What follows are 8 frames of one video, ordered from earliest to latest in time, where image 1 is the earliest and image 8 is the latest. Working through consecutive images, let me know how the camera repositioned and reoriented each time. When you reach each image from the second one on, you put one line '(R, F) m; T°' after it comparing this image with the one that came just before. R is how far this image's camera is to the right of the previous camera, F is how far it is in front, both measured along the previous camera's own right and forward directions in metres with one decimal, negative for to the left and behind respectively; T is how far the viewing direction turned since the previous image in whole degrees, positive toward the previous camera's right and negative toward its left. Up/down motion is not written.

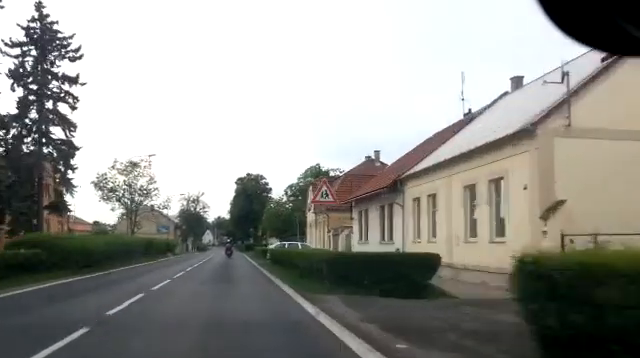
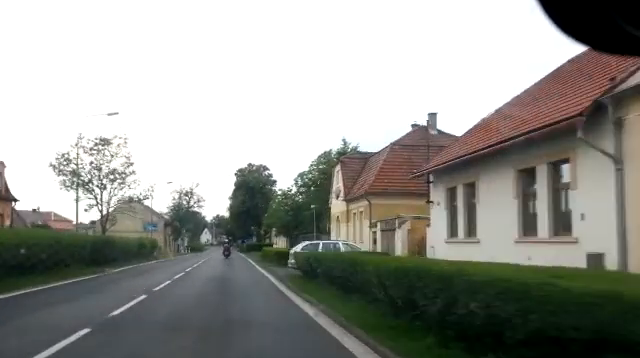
(+0.1, +13.0) m; +1°
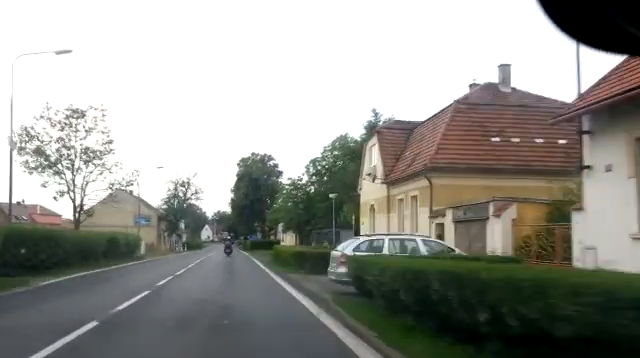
(+0.3, +8.6) m; 0°
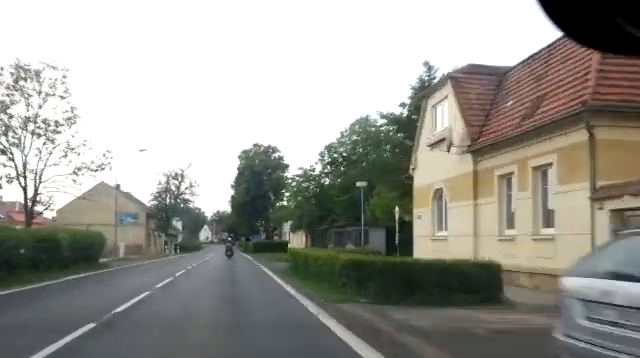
(-0.2, +9.1) m; 0°
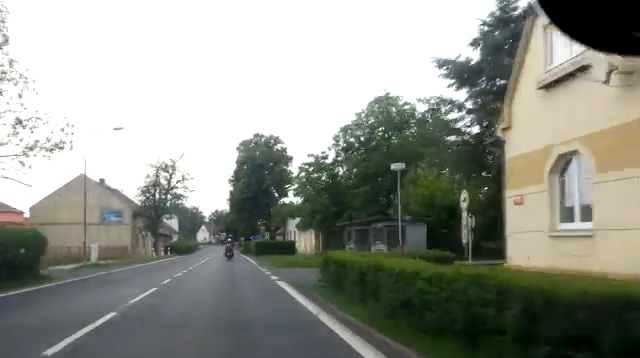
(-0.2, +7.5) m; 0°
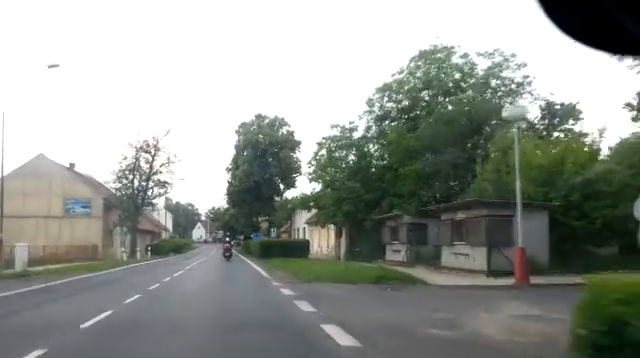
(+0.2, +10.5) m; 0°
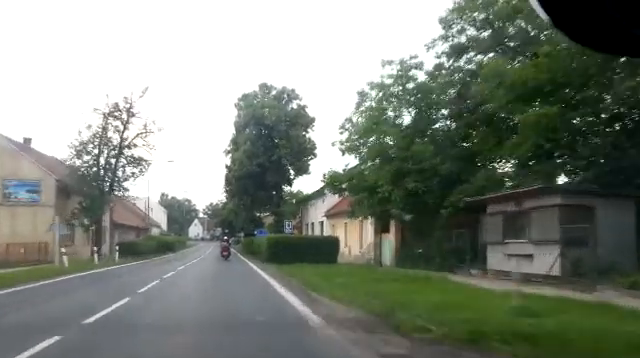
(+0.1, +10.9) m; 0°
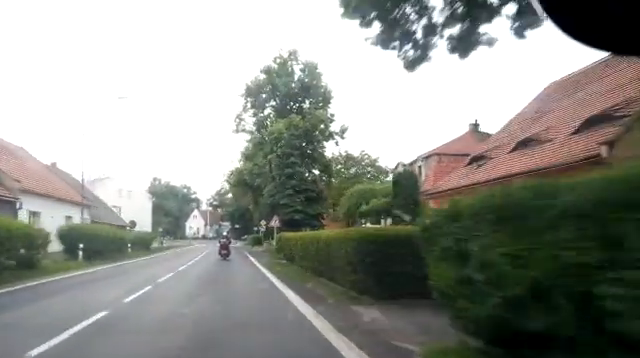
(-0.1, +47.5) m; 0°
